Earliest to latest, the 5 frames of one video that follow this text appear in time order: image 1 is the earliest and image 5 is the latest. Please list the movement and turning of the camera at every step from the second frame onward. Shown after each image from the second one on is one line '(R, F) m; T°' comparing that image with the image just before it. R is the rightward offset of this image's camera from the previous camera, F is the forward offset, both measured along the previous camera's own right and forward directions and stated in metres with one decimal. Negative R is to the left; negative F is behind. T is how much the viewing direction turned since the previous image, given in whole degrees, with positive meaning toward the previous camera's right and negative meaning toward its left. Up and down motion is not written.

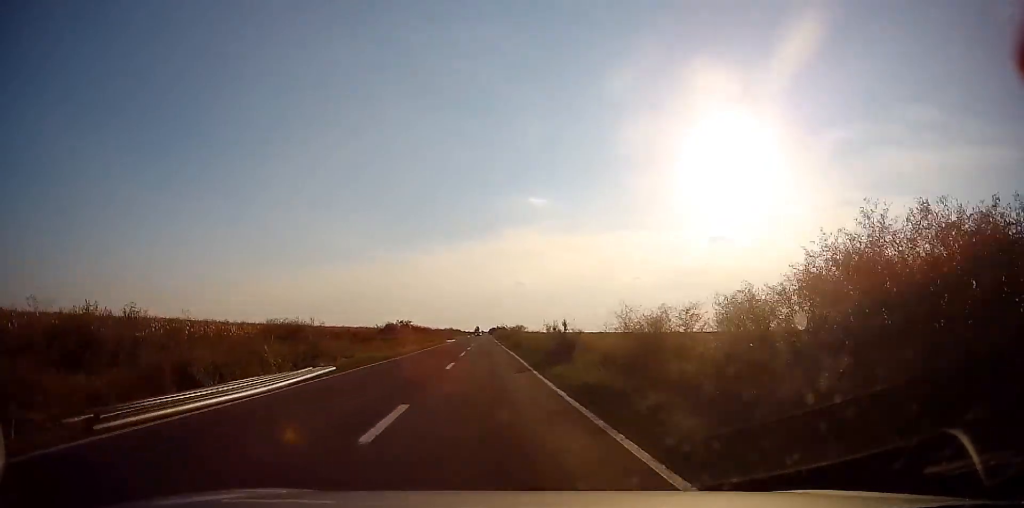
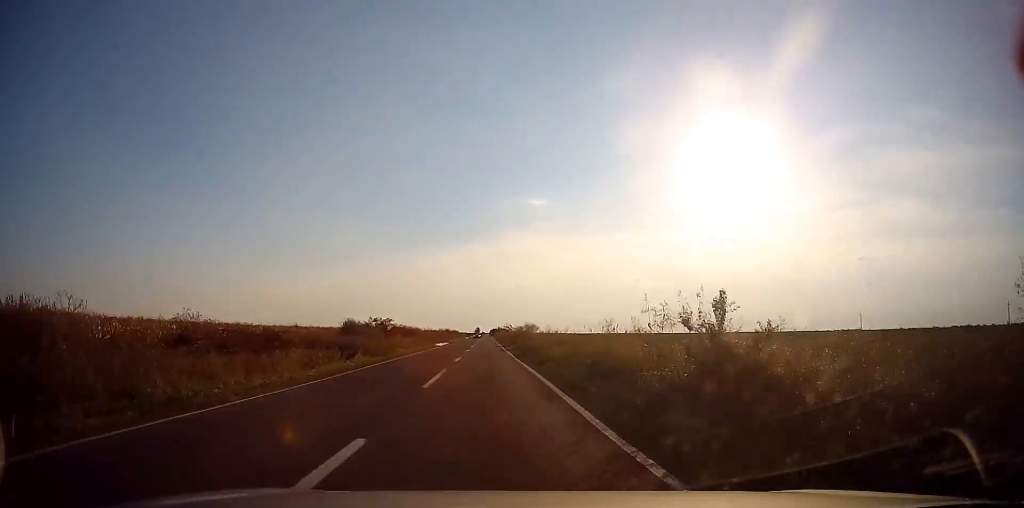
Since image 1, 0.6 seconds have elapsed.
(-0.2, +15.0) m; 0°
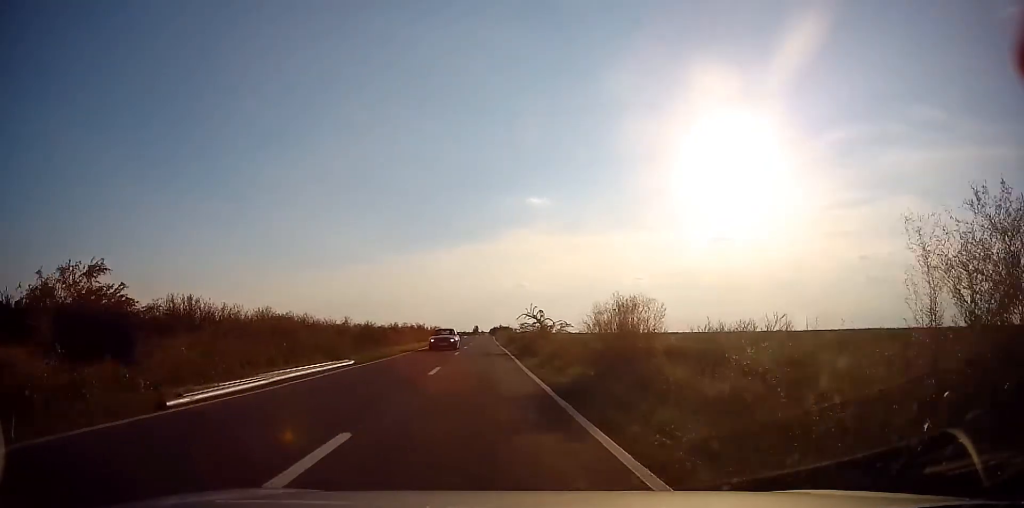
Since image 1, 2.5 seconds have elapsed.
(+0.1, +45.2) m; 0°
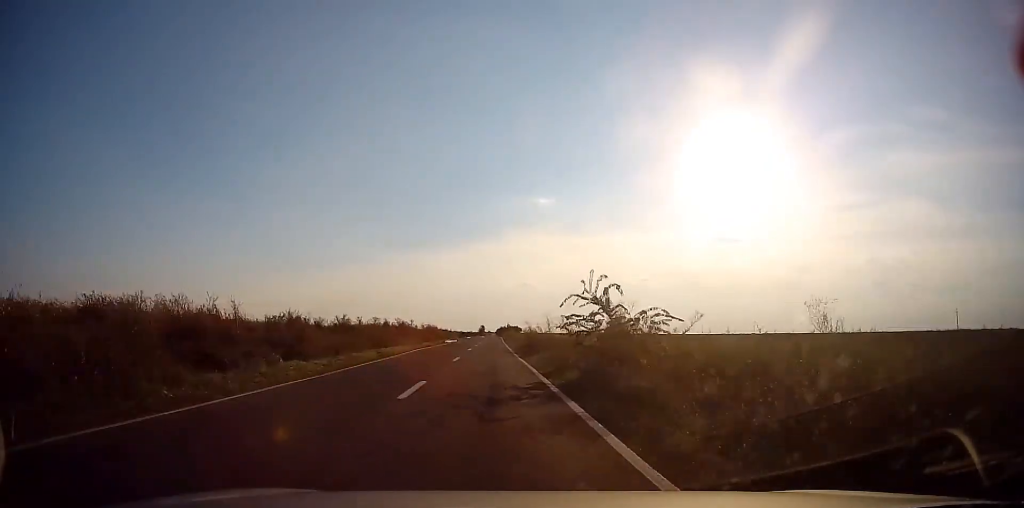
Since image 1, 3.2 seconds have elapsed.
(+0.2, +17.7) m; -1°
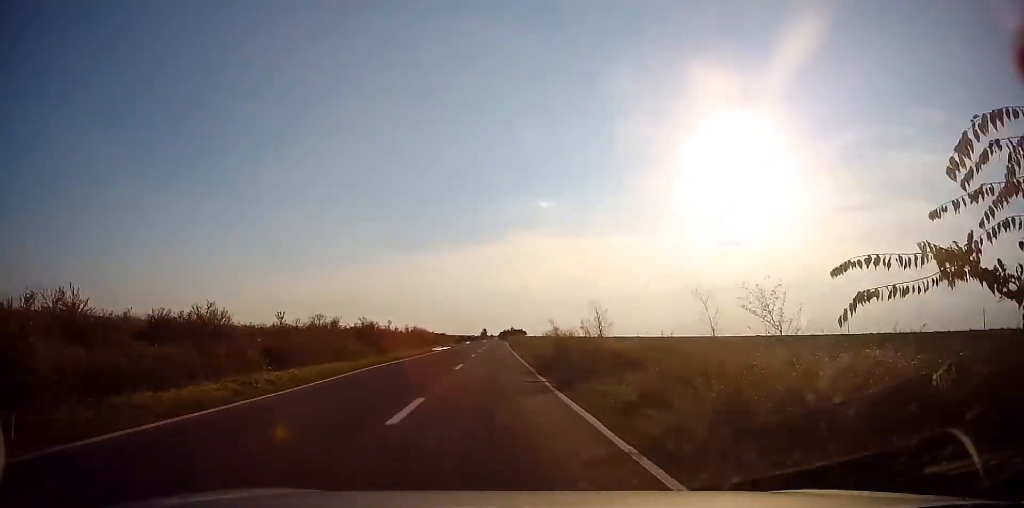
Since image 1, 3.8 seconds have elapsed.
(-0.4, +14.1) m; 0°
